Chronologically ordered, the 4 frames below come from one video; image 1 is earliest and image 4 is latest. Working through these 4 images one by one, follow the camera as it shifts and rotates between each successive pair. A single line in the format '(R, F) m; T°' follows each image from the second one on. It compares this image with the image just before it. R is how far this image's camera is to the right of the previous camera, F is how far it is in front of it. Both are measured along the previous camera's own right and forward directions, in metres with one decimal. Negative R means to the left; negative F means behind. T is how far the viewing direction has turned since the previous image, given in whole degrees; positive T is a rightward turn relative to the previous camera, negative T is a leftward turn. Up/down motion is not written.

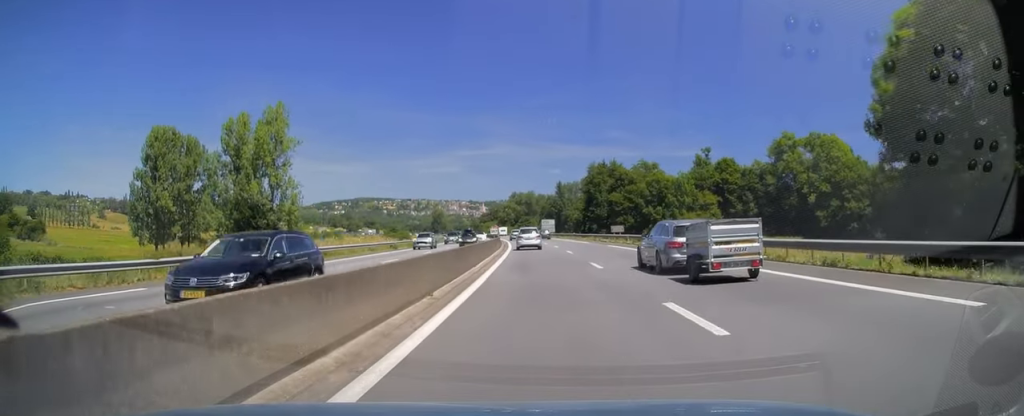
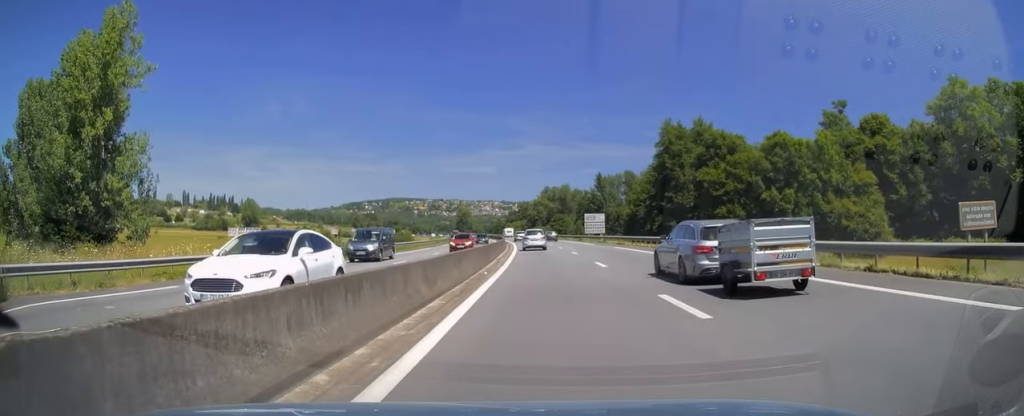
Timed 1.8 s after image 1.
(-1.8, +50.8) m; -4°
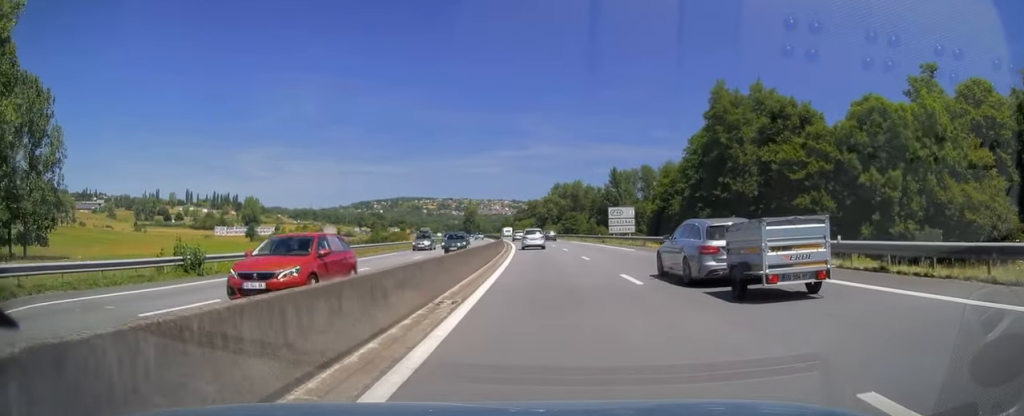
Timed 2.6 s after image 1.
(-0.2, +20.5) m; -1°
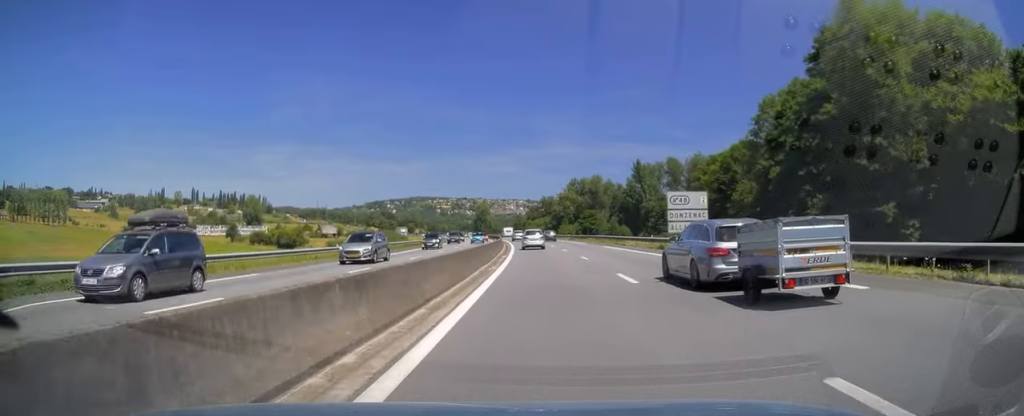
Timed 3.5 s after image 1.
(-0.4, +25.7) m; -1°
